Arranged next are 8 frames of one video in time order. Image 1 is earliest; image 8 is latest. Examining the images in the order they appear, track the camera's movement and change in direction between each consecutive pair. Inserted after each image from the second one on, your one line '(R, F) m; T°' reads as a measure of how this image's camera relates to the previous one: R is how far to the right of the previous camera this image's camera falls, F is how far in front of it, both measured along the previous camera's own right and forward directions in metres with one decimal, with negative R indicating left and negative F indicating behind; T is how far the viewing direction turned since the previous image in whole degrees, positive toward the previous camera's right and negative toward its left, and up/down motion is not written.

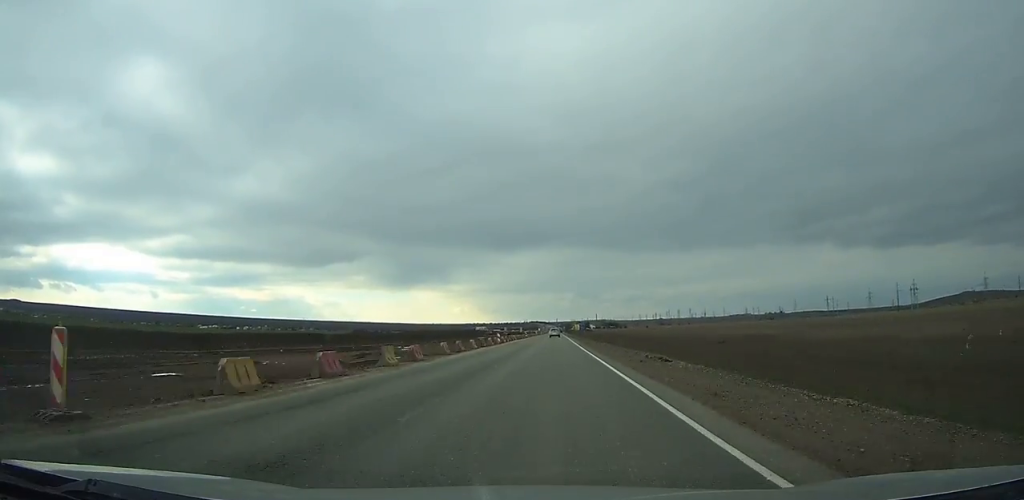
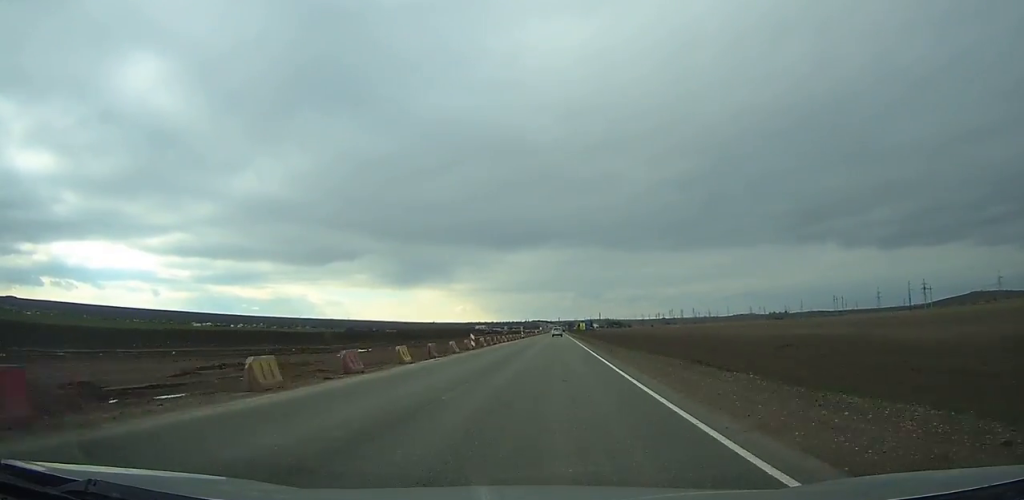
(-0.1, +21.1) m; 0°
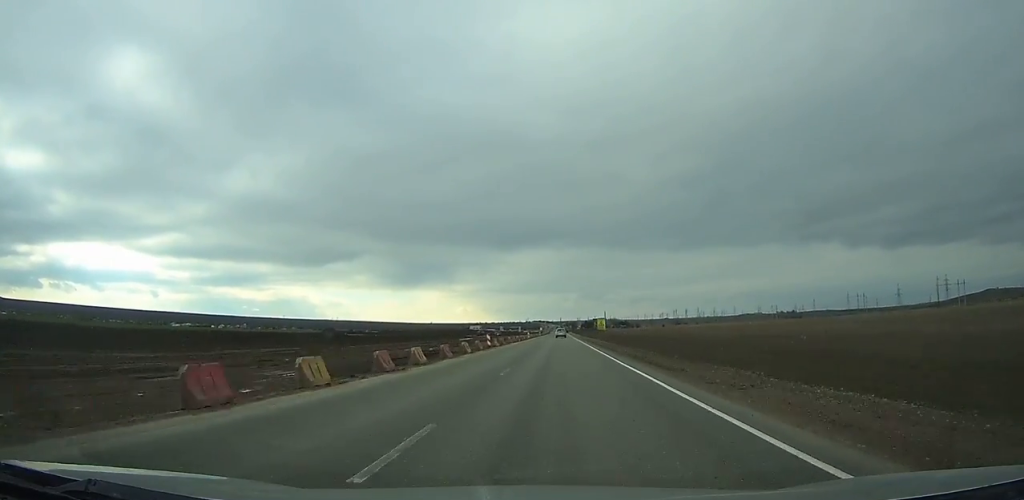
(0.0, +53.7) m; 0°
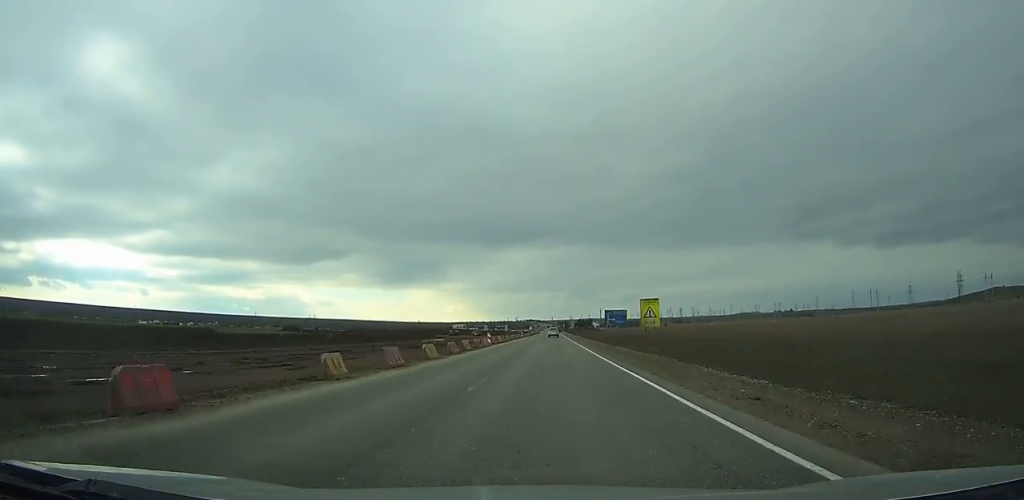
(+0.3, +52.3) m; 0°
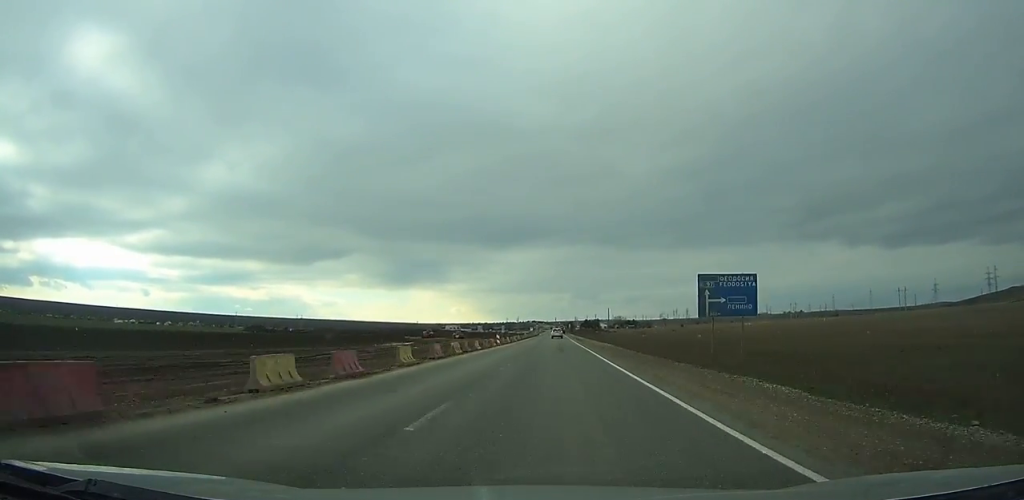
(0.0, +52.5) m; 0°
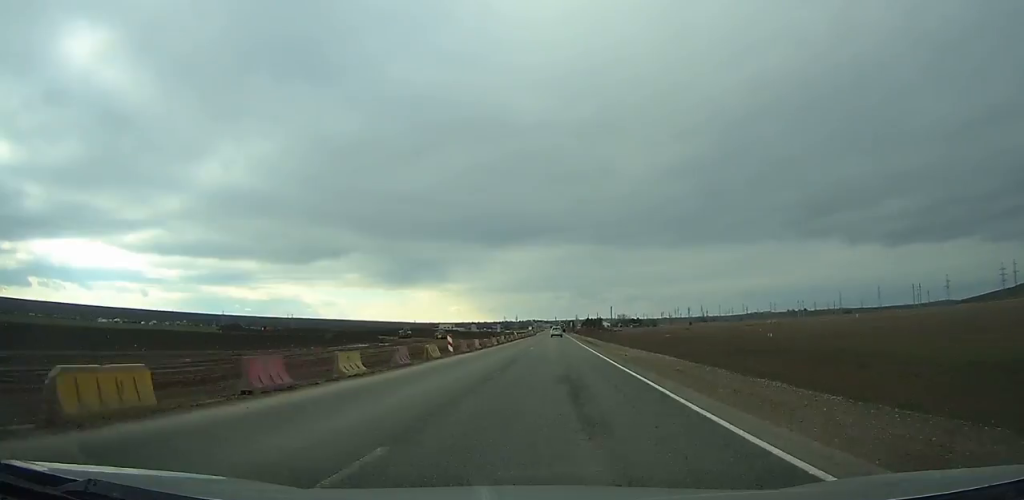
(0.0, +28.0) m; 0°
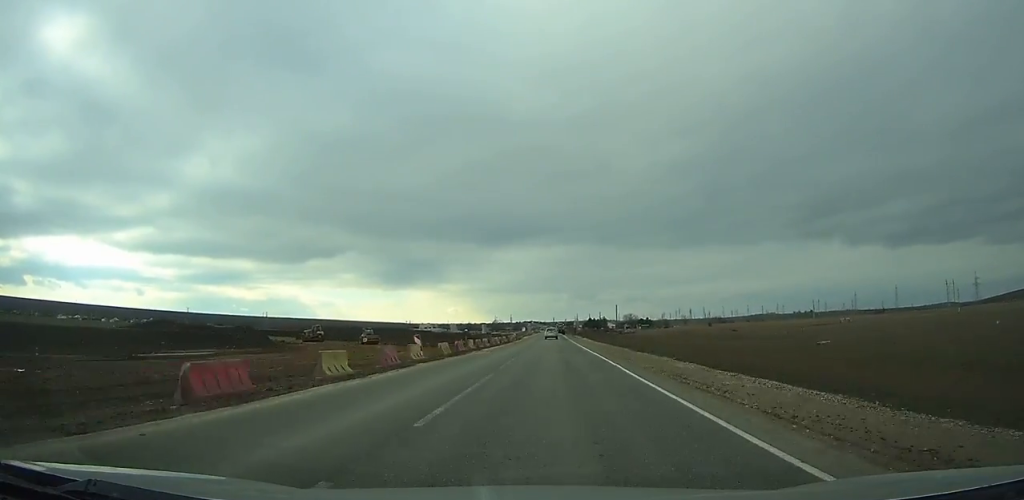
(+0.2, +60.7) m; 0°
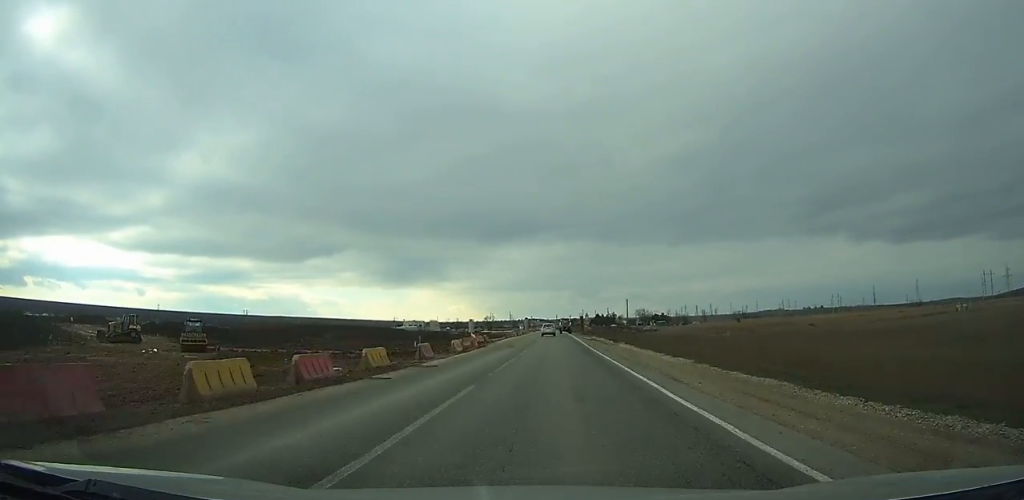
(-0.2, +50.4) m; 0°
